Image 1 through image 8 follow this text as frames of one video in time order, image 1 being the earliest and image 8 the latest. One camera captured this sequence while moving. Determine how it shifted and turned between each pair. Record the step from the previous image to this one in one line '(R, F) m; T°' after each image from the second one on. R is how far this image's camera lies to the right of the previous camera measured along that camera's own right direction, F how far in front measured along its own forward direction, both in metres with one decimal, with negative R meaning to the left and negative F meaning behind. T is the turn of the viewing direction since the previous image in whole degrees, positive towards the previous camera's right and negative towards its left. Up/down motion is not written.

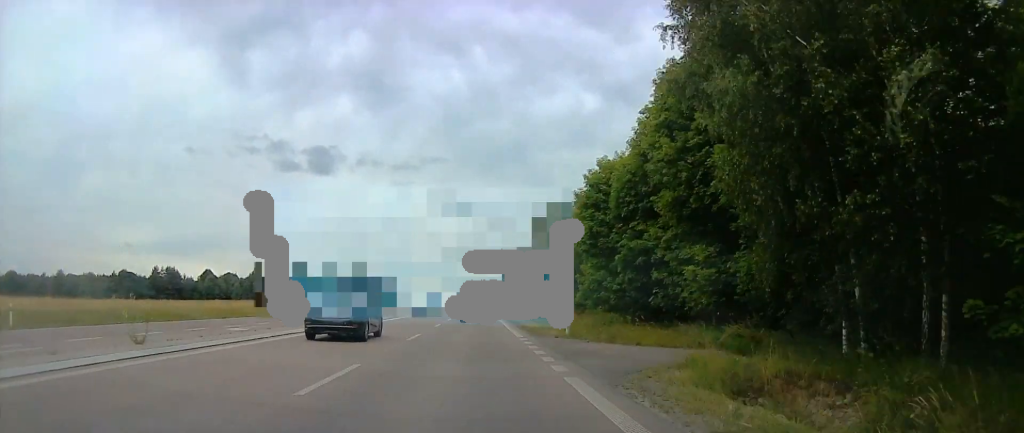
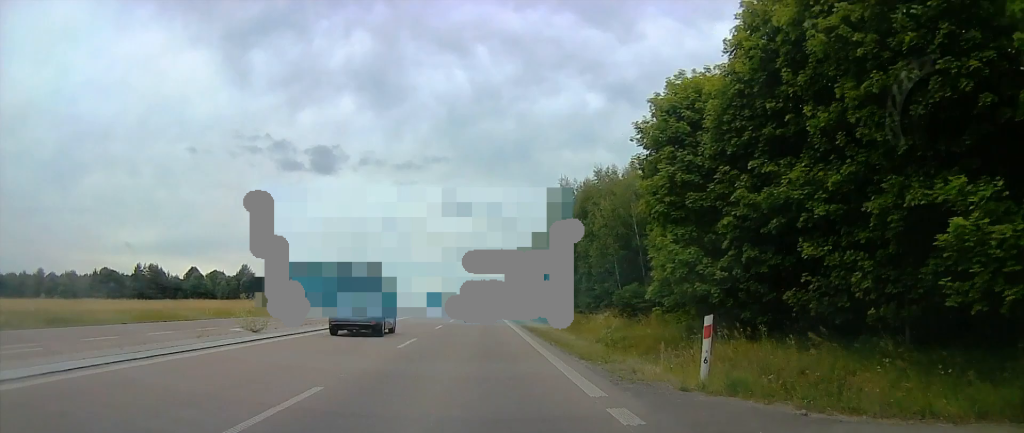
(+0.1, +16.6) m; 0°
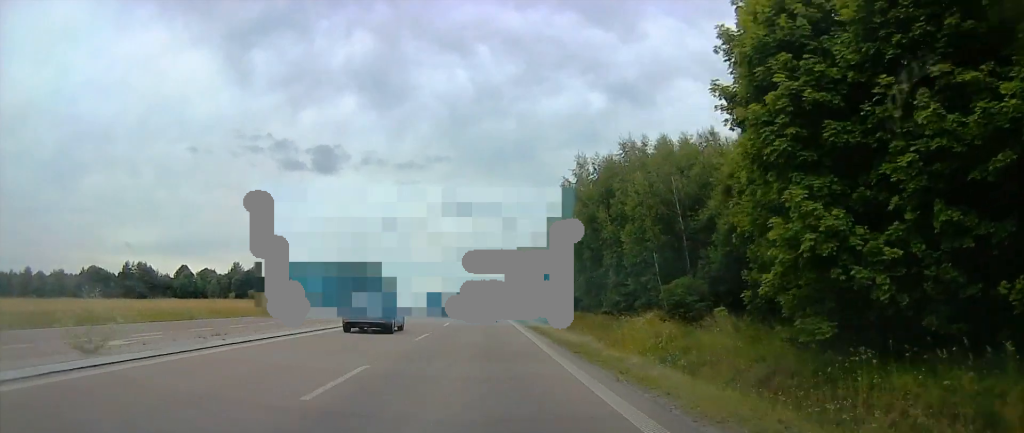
(+0.1, +9.6) m; 0°
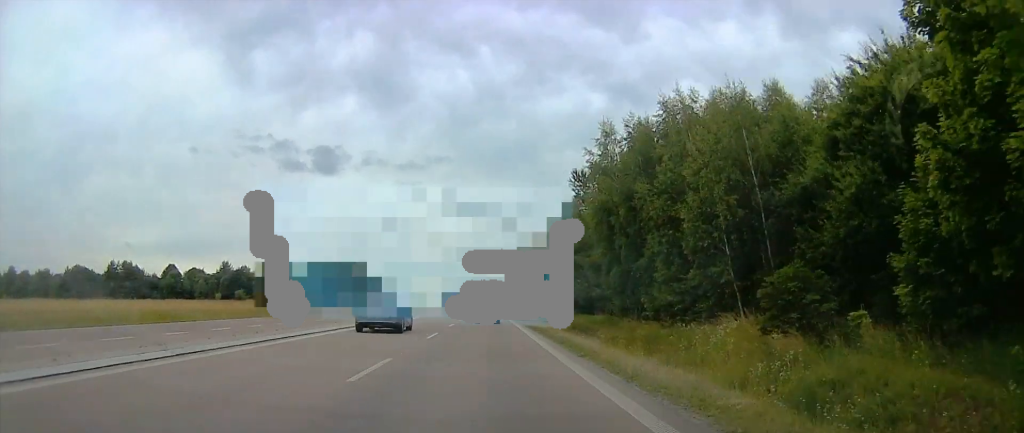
(+0.1, +10.2) m; 0°
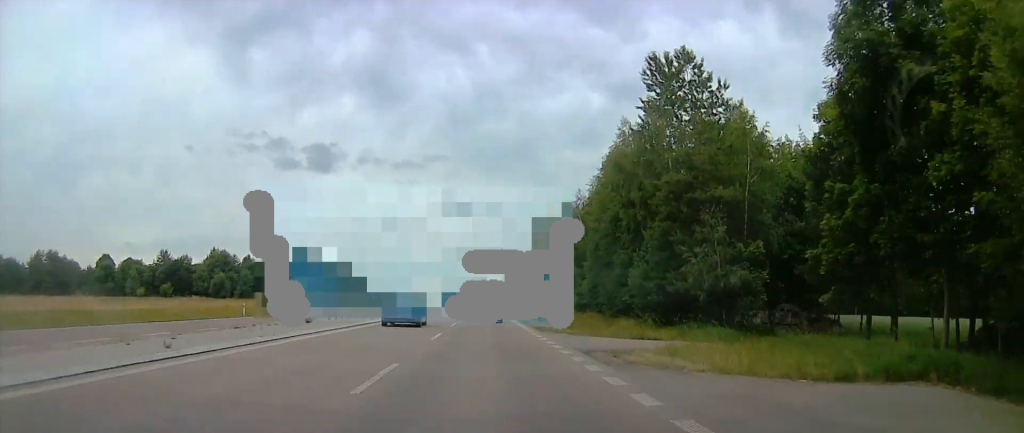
(-0.2, +38.9) m; 0°
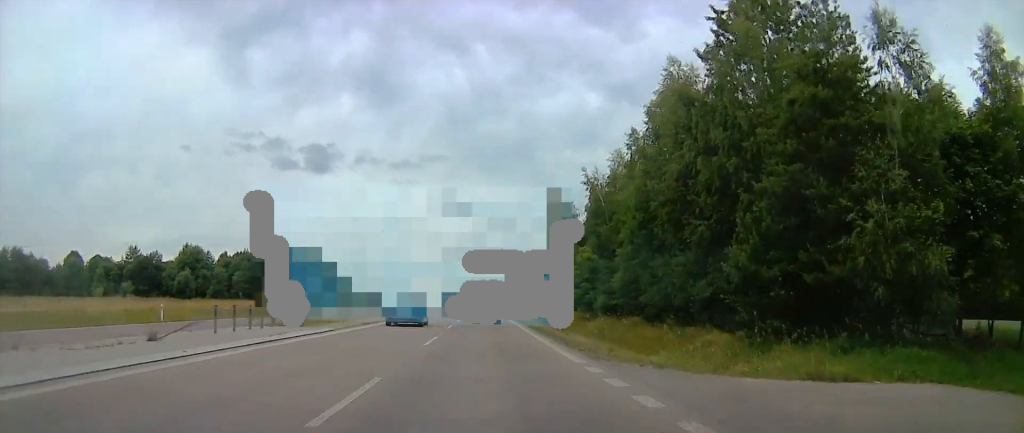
(+0.1, +13.9) m; 0°
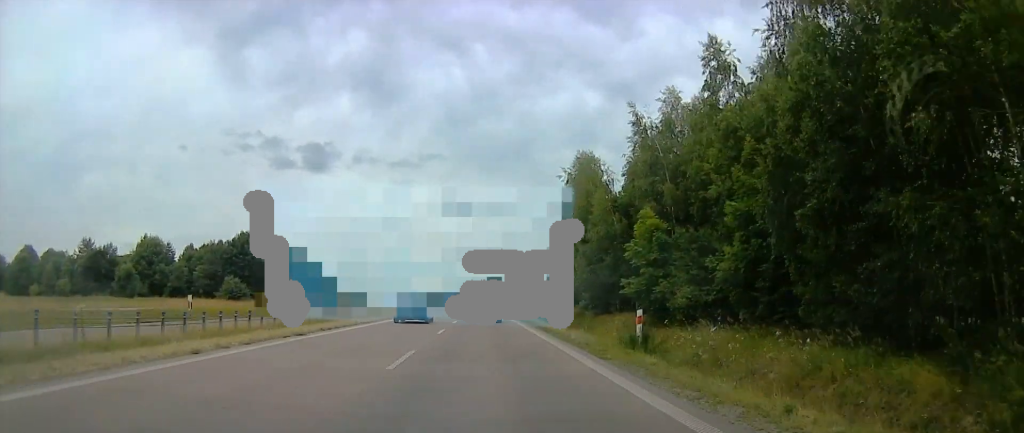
(+0.1, +18.1) m; 0°
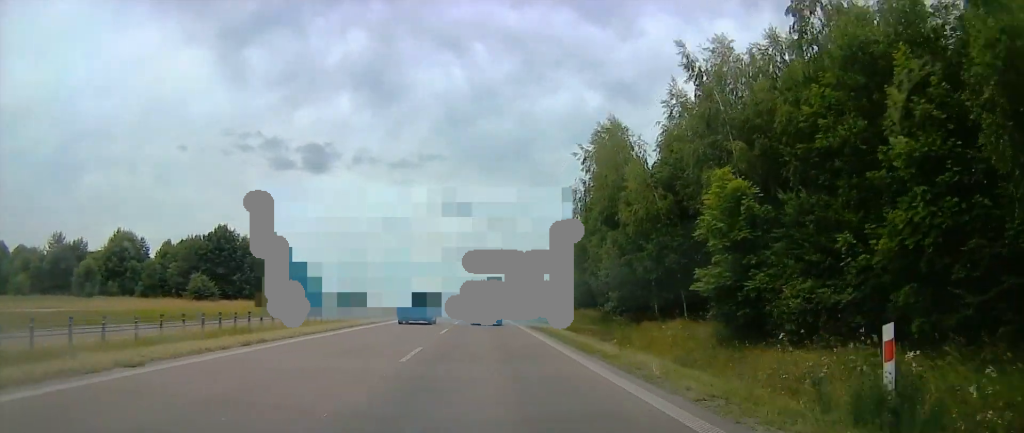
(0.0, +9.6) m; 0°
